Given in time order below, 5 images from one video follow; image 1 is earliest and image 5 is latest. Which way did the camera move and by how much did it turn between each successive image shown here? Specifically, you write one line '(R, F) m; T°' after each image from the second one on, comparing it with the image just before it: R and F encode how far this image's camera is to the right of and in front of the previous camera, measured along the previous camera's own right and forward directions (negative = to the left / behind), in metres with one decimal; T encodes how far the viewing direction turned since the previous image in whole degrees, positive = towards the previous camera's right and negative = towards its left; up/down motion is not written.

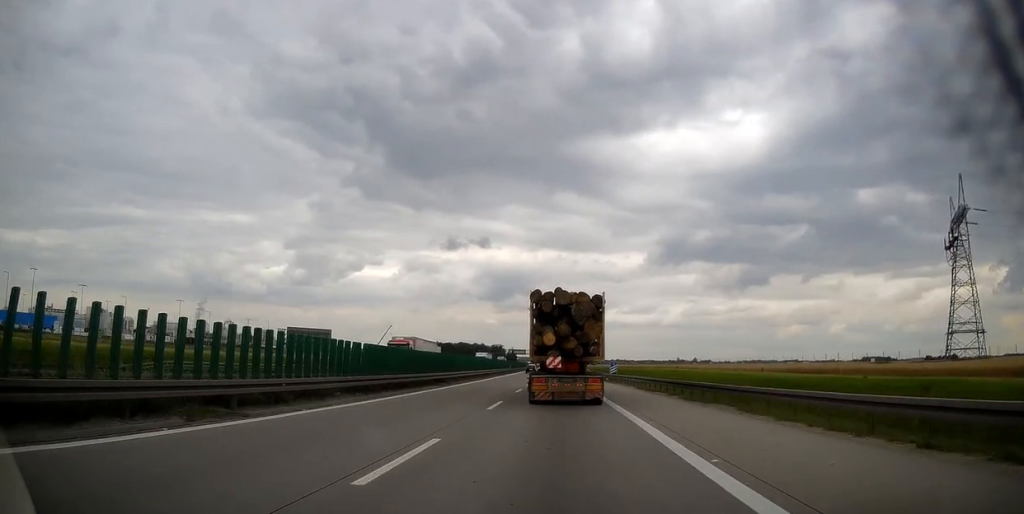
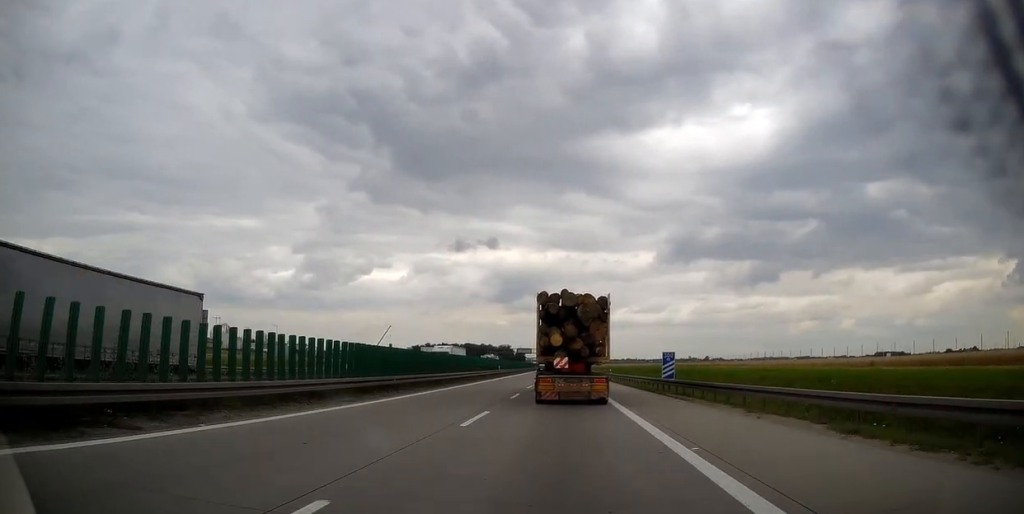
(+0.3, +28.8) m; 0°
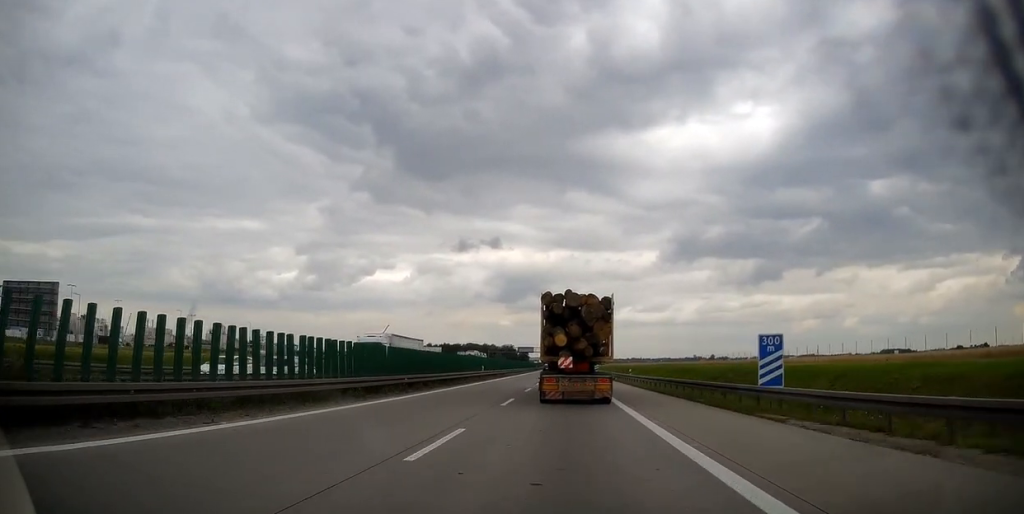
(-0.1, +17.1) m; -1°
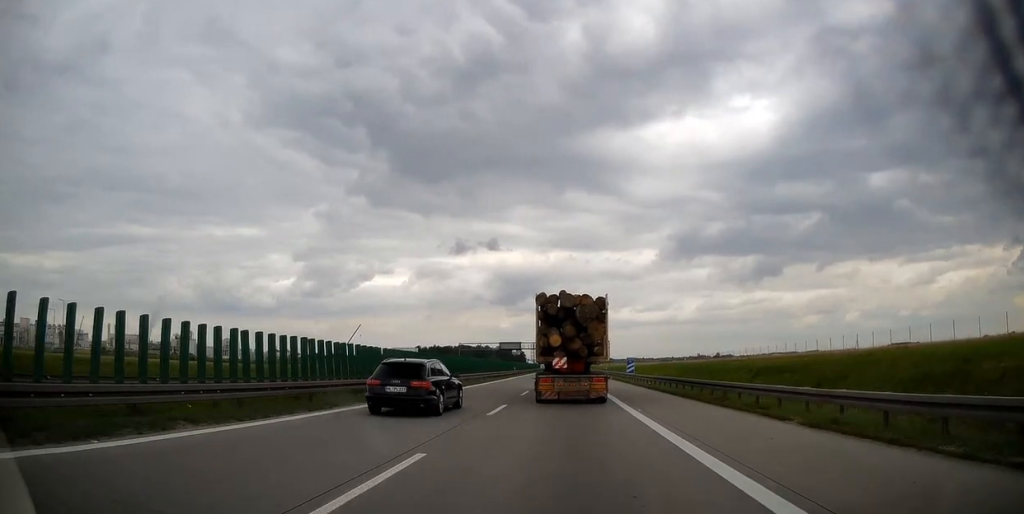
(-0.1, +64.0) m; 0°
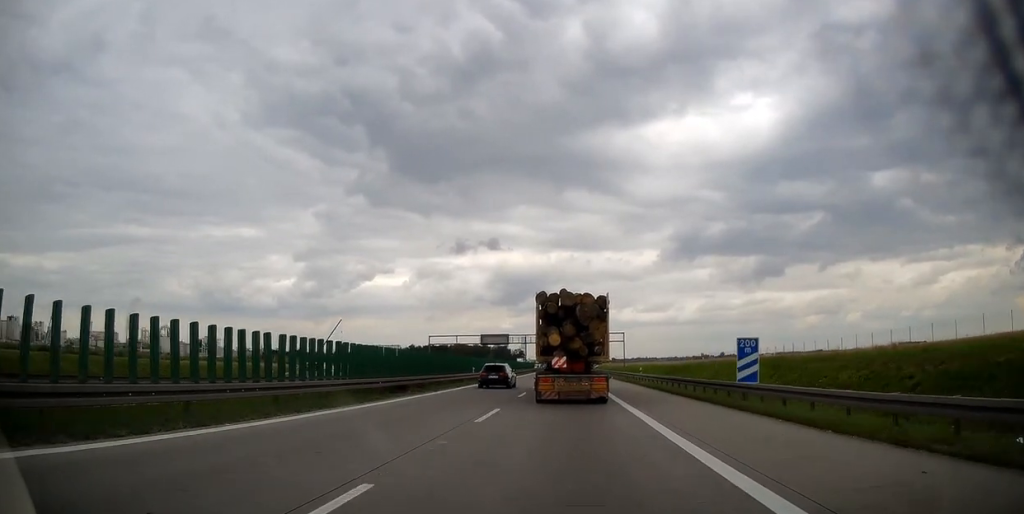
(0.0, +38.4) m; -1°
